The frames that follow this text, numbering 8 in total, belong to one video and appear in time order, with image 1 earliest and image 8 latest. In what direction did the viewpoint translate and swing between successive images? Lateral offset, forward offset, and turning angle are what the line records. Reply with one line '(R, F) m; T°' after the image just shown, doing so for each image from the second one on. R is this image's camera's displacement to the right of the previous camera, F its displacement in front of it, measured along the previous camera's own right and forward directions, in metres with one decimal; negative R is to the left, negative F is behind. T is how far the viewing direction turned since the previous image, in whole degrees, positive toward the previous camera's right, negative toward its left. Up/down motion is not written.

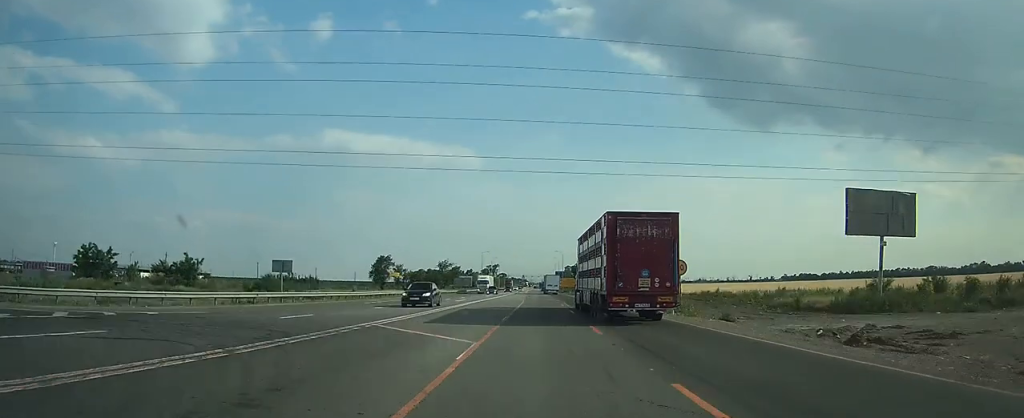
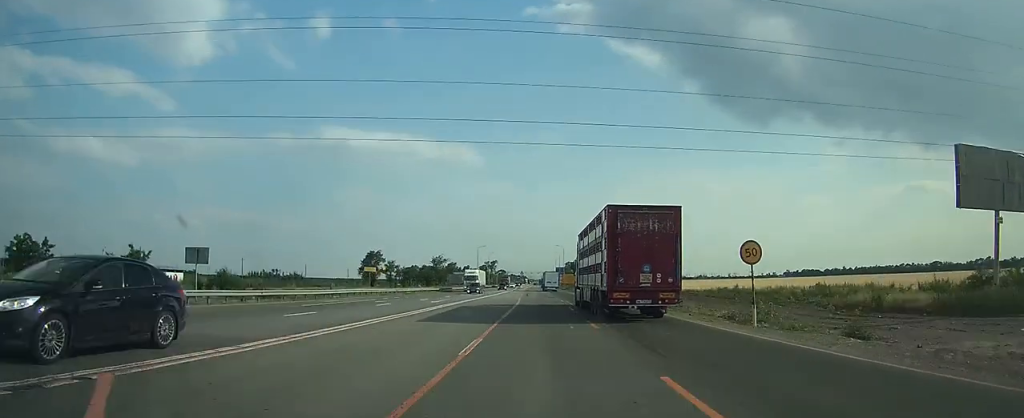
(+0.1, +11.6) m; 0°
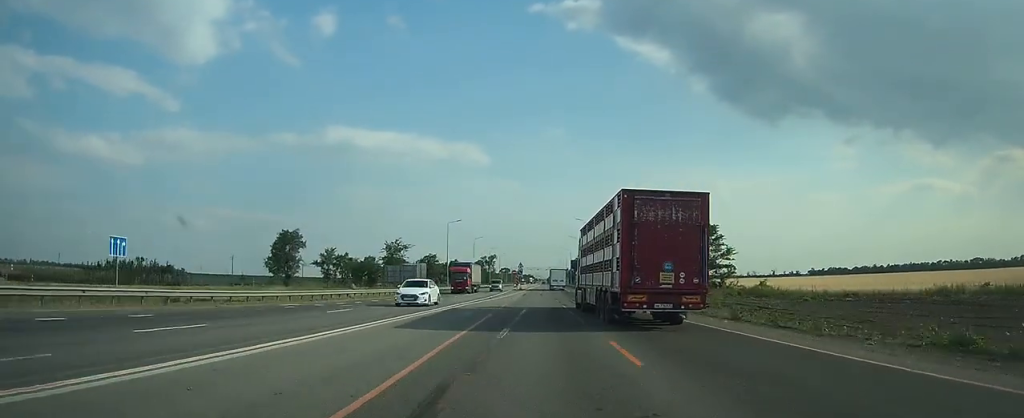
(-0.1, +68.7) m; -1°
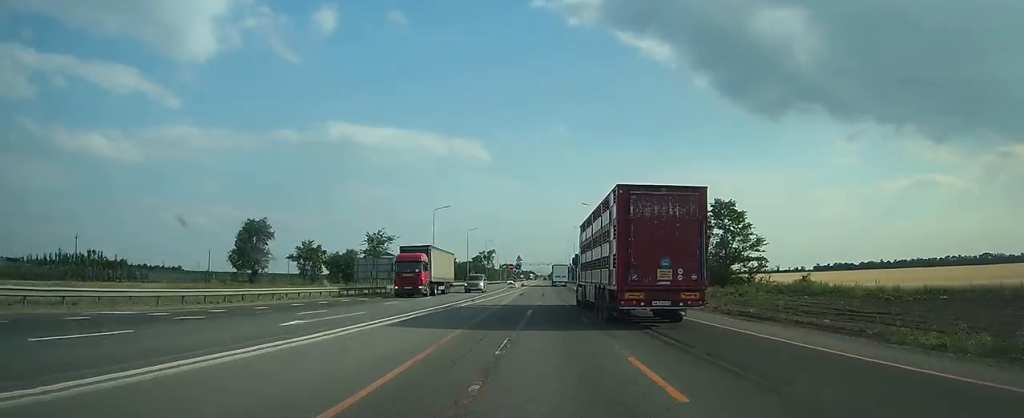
(-0.1, +15.2) m; 0°
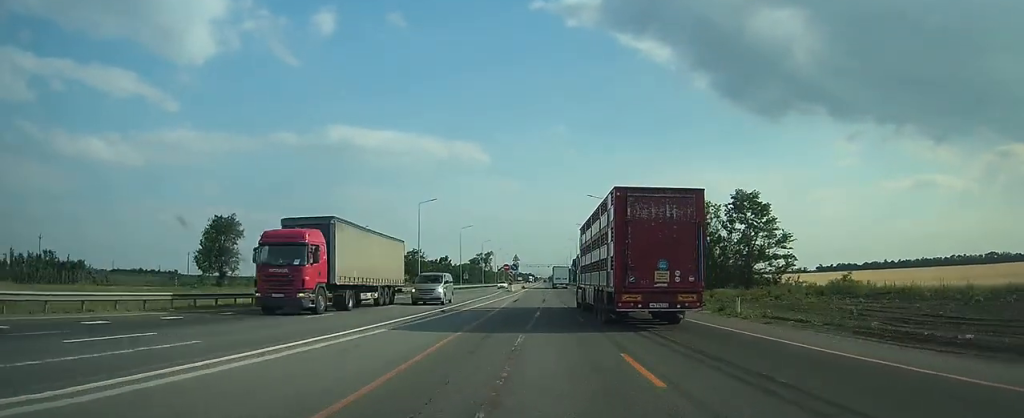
(-0.1, +11.3) m; 0°
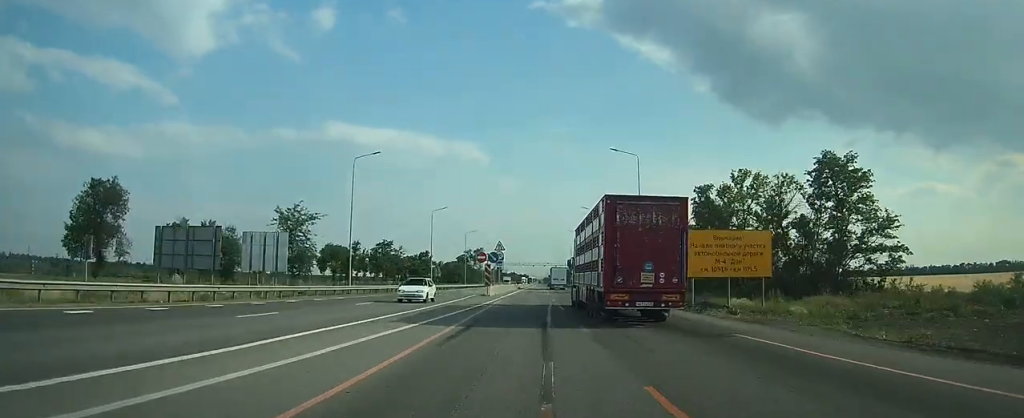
(+0.1, +29.4) m; 0°
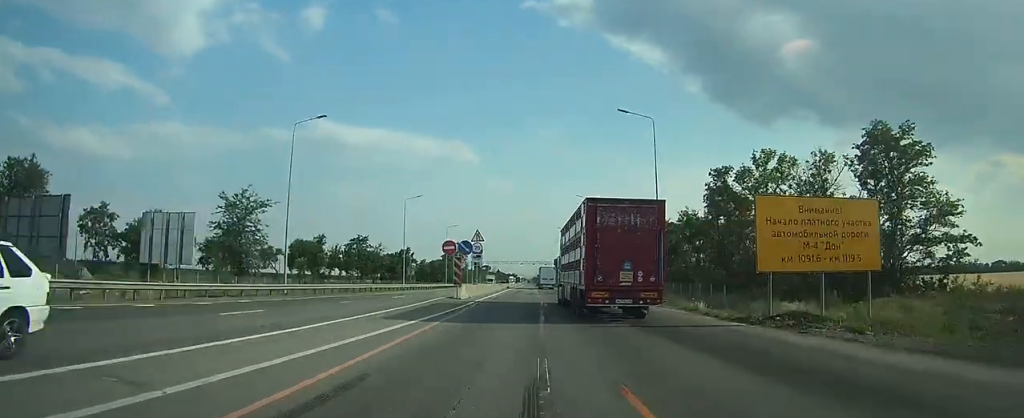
(0.0, +12.3) m; 0°
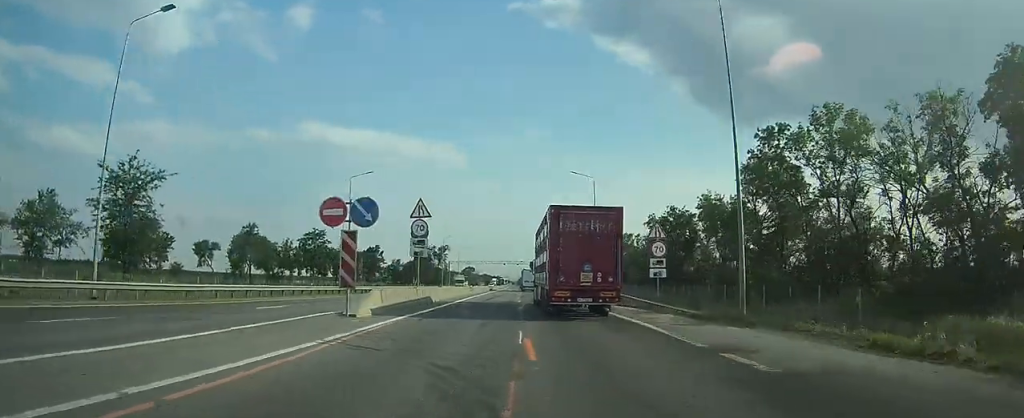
(+0.1, +19.0) m; +1°
